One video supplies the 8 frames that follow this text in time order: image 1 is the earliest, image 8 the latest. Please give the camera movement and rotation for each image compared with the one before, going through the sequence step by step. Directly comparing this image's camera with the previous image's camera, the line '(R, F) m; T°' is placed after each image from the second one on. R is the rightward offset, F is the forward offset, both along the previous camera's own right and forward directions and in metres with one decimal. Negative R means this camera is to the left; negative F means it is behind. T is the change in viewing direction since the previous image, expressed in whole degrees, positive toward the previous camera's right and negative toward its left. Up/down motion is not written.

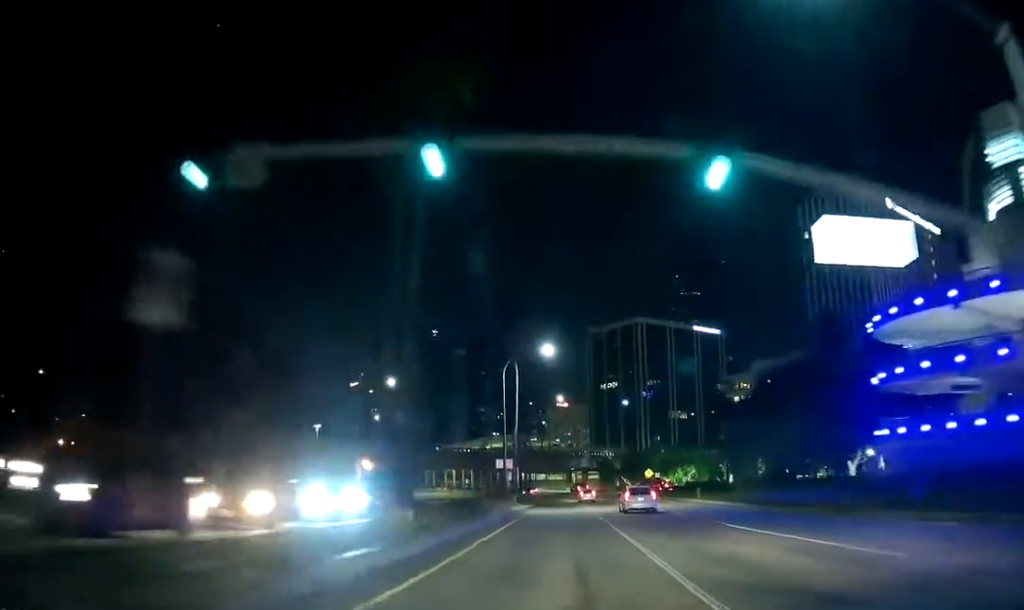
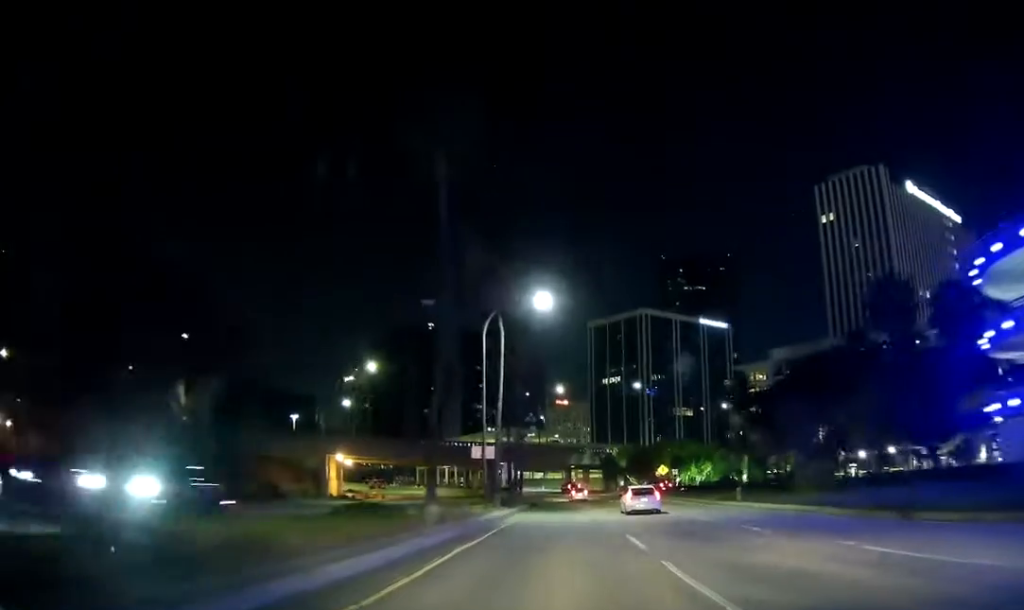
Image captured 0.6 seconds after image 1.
(0.0, +12.9) m; 0°
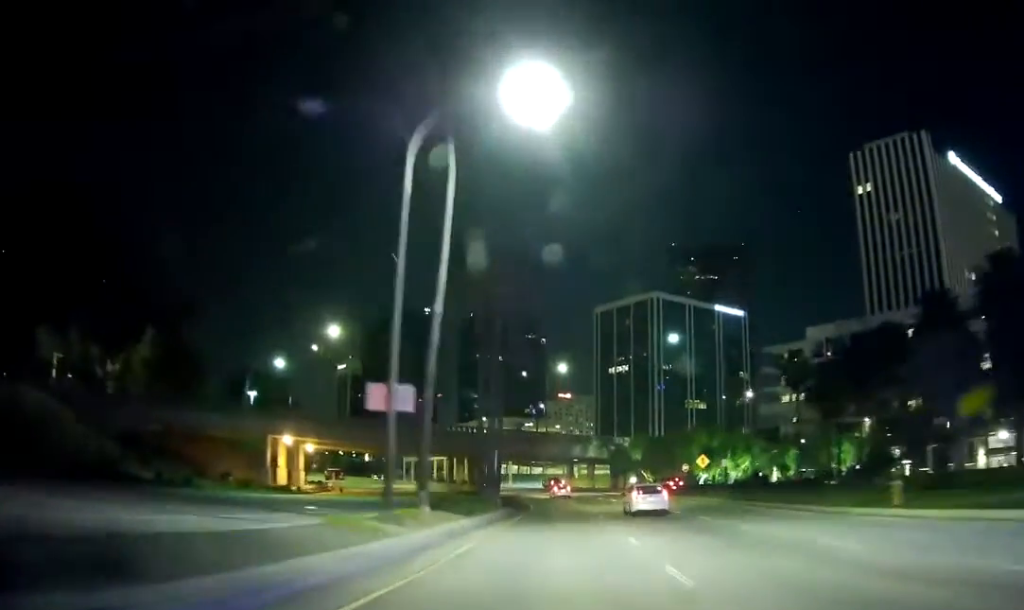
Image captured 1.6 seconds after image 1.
(-0.1, +21.0) m; -1°
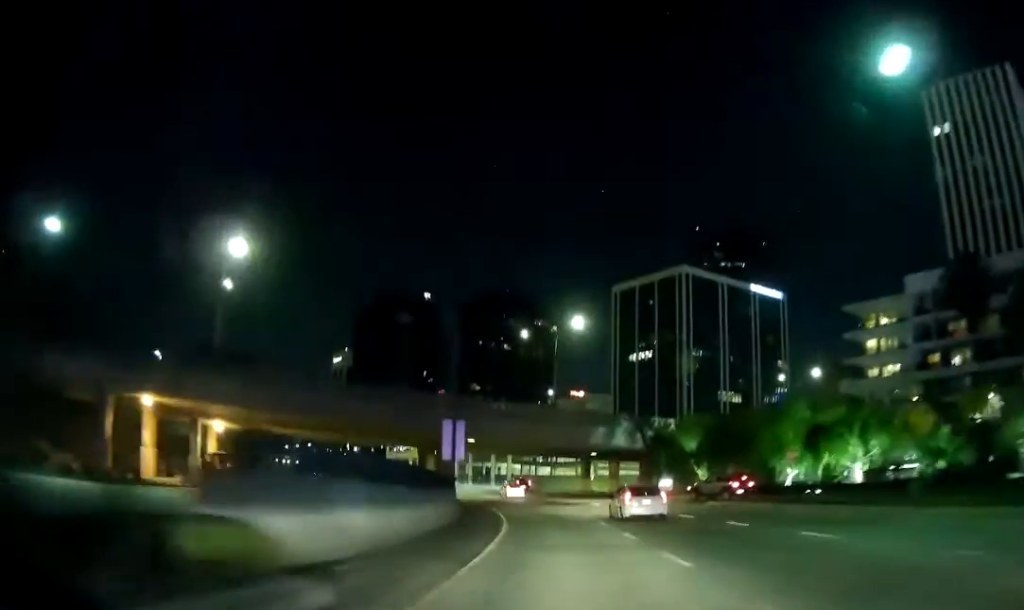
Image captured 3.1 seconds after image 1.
(-0.4, +34.0) m; -1°
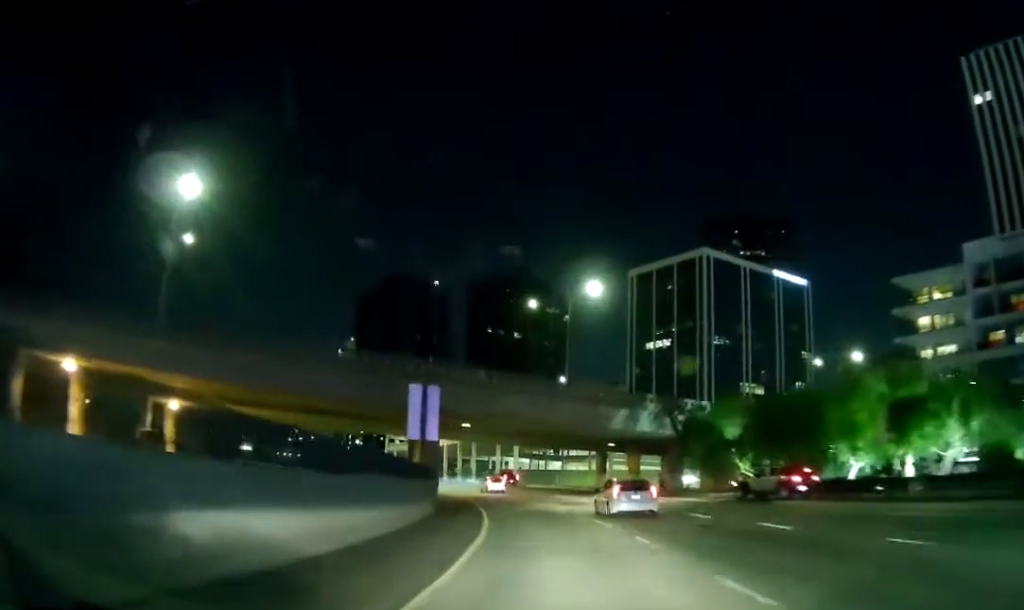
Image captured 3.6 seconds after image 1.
(-0.1, +11.8) m; -1°
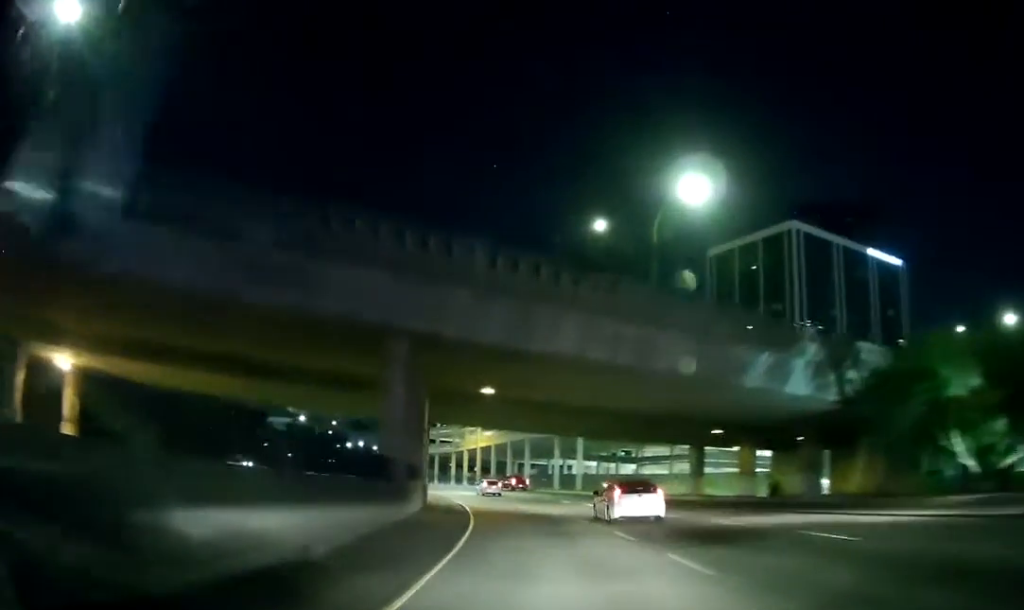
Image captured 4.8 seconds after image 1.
(-0.4, +25.6) m; -3°
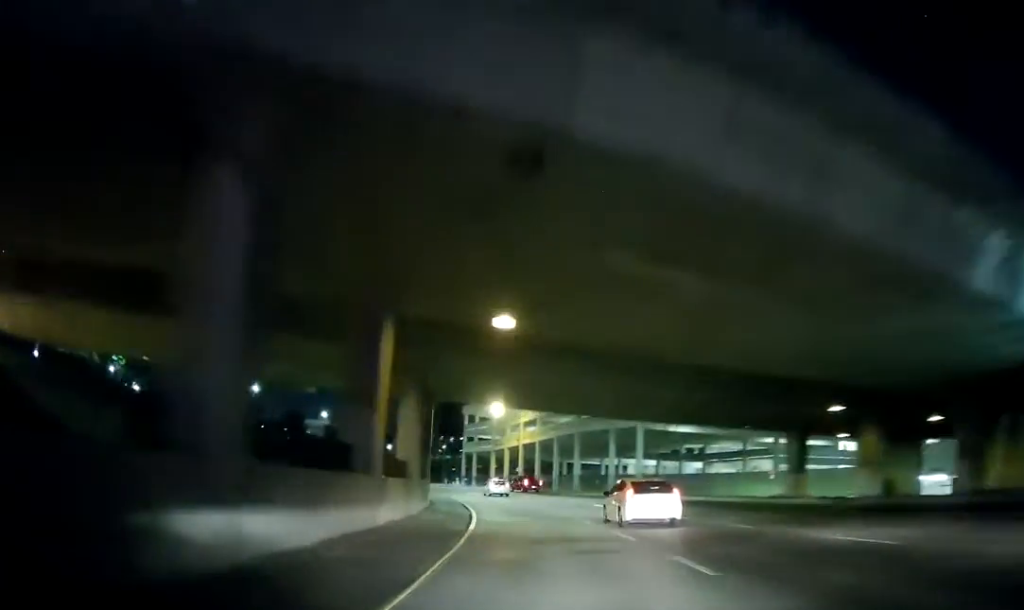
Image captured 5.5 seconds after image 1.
(-0.3, +15.8) m; -3°
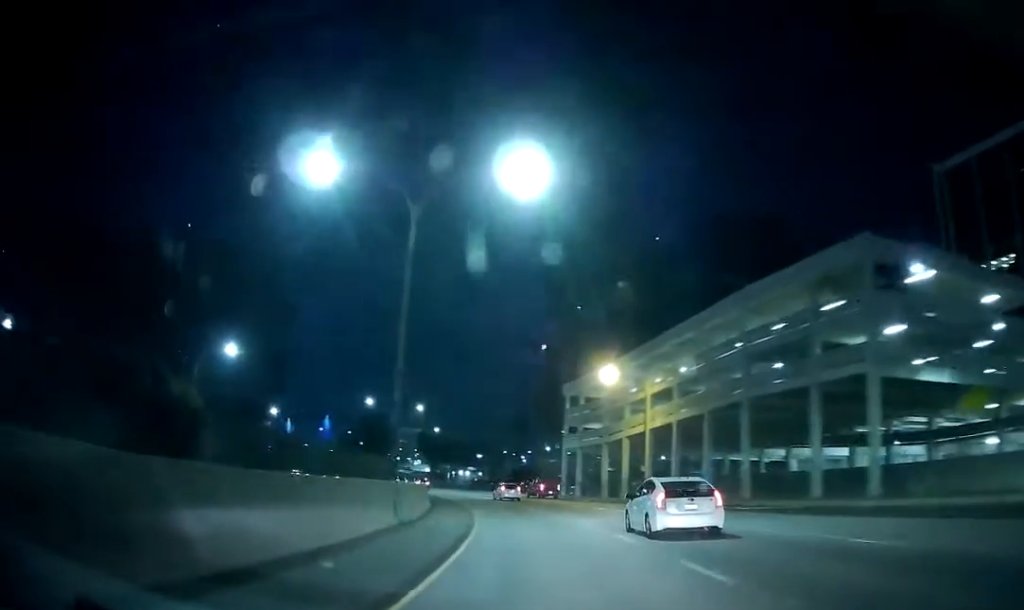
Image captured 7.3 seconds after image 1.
(-2.6, +38.0) m; -9°
